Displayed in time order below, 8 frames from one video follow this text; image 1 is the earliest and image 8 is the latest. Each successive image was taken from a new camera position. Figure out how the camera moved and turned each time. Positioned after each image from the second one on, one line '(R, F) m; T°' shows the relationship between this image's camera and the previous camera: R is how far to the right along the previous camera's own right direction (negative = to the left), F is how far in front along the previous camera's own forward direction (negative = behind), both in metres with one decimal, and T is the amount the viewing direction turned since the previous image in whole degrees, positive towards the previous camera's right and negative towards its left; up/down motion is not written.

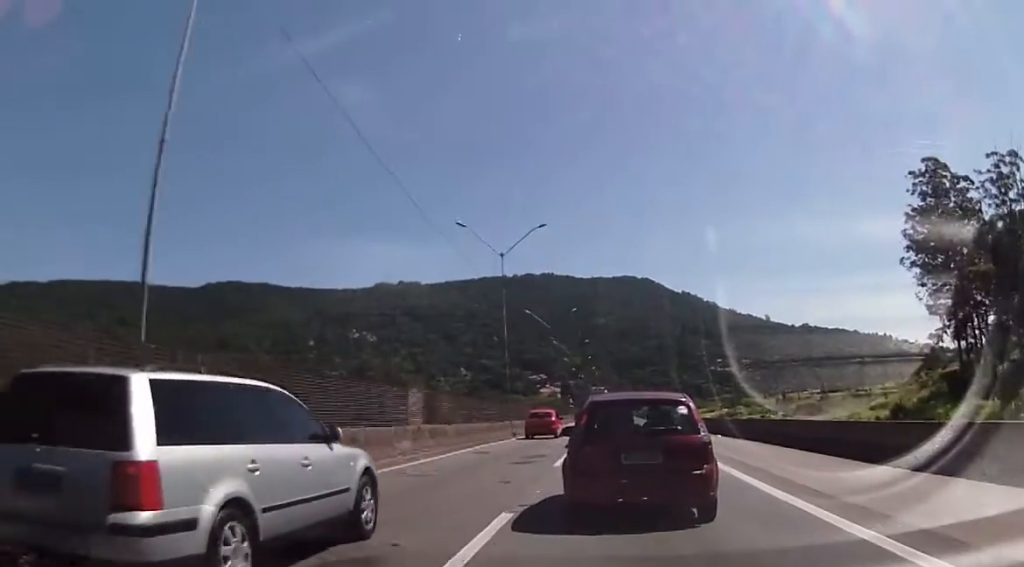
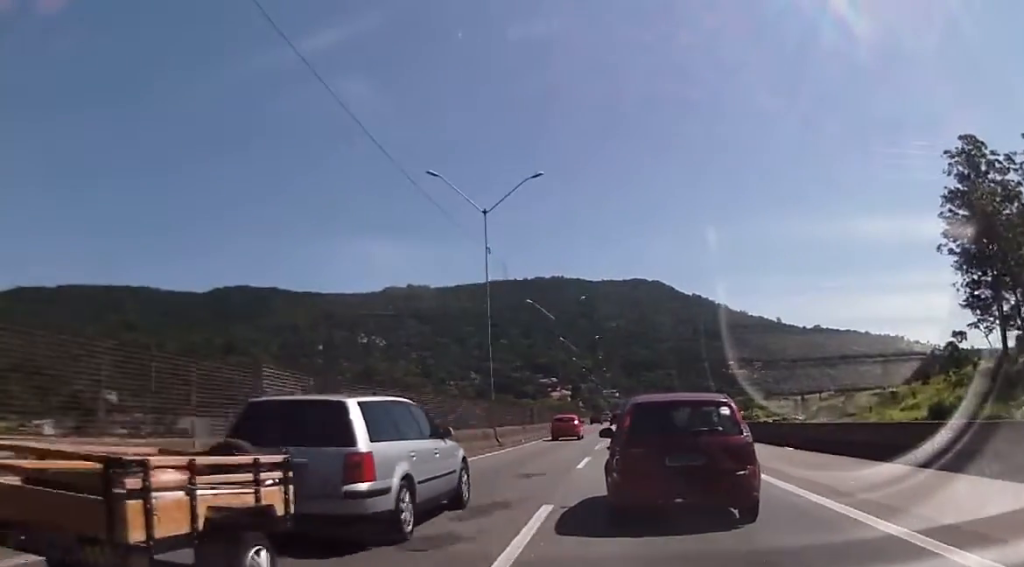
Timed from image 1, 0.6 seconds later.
(-0.1, +11.1) m; 0°
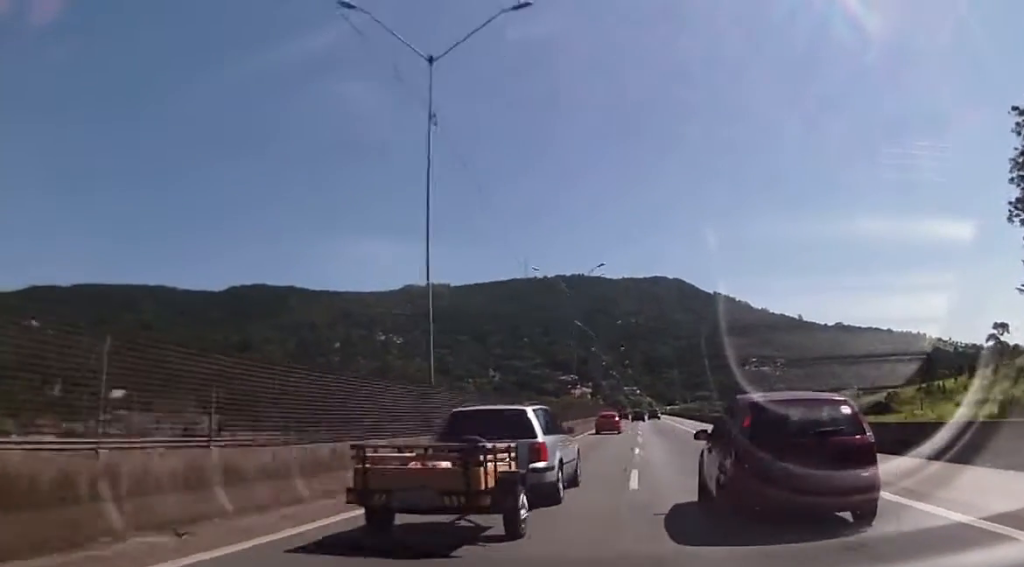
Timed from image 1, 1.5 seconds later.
(+0.3, +16.1) m; -1°
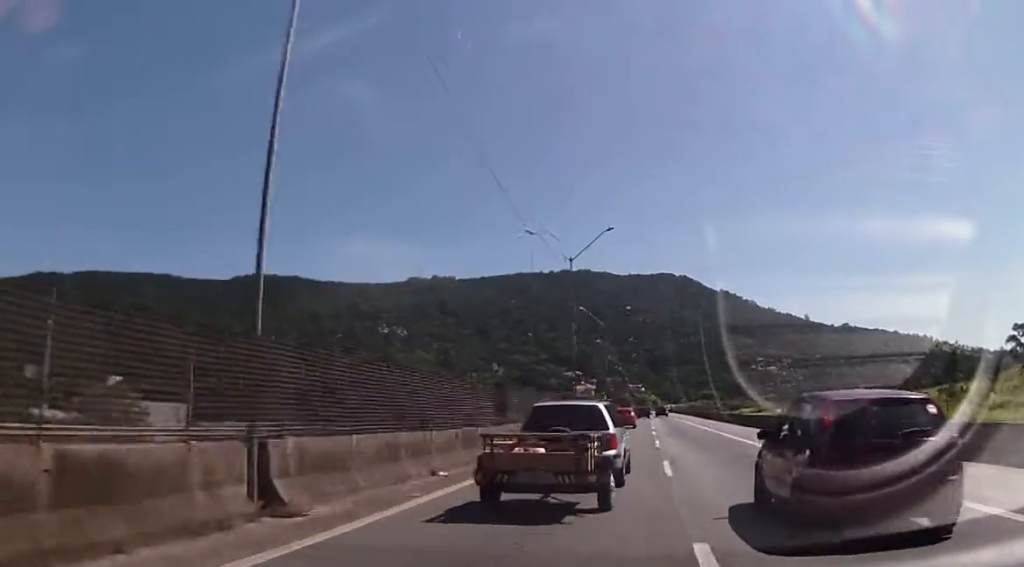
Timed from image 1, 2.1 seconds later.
(-0.4, +10.0) m; -1°
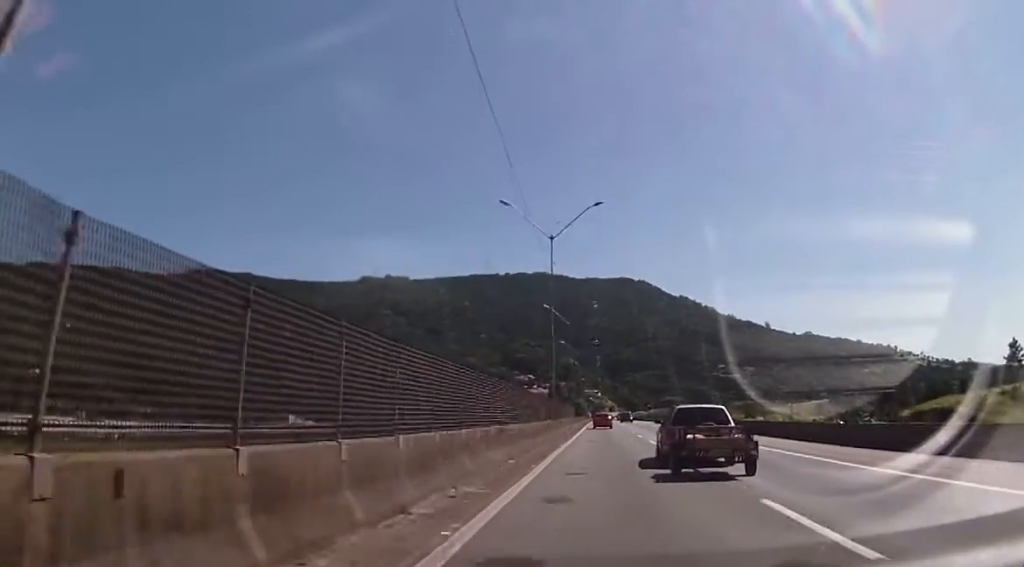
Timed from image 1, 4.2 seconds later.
(-0.2, +43.6) m; +2°
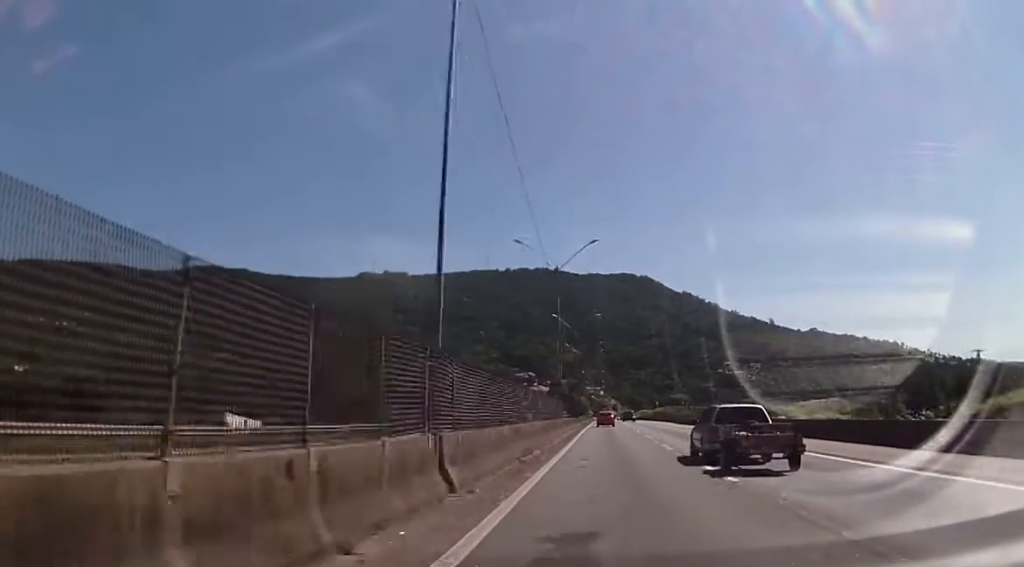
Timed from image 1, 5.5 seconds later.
(+0.6, +28.6) m; +2°
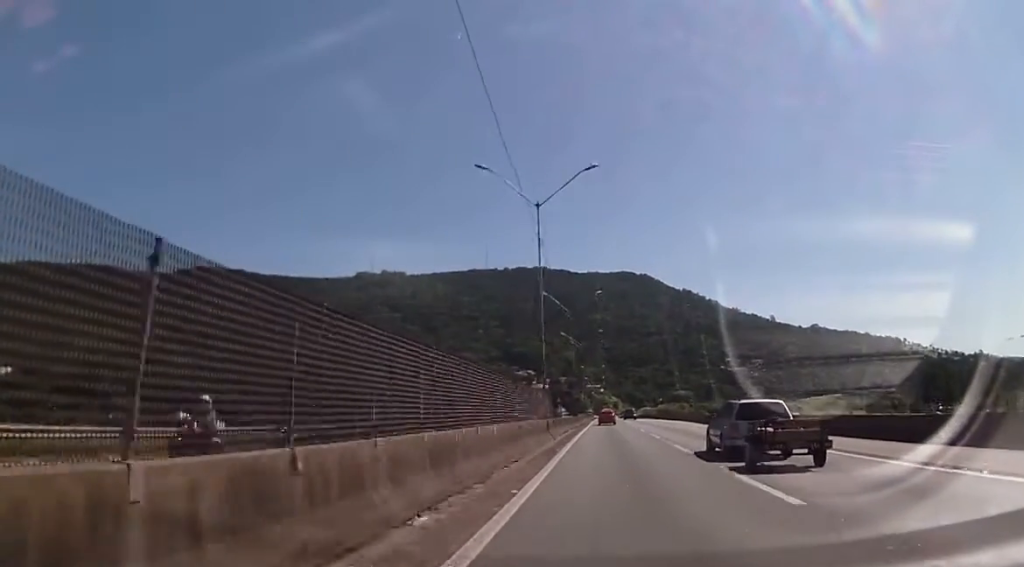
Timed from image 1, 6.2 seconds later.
(0.0, +15.4) m; 0°
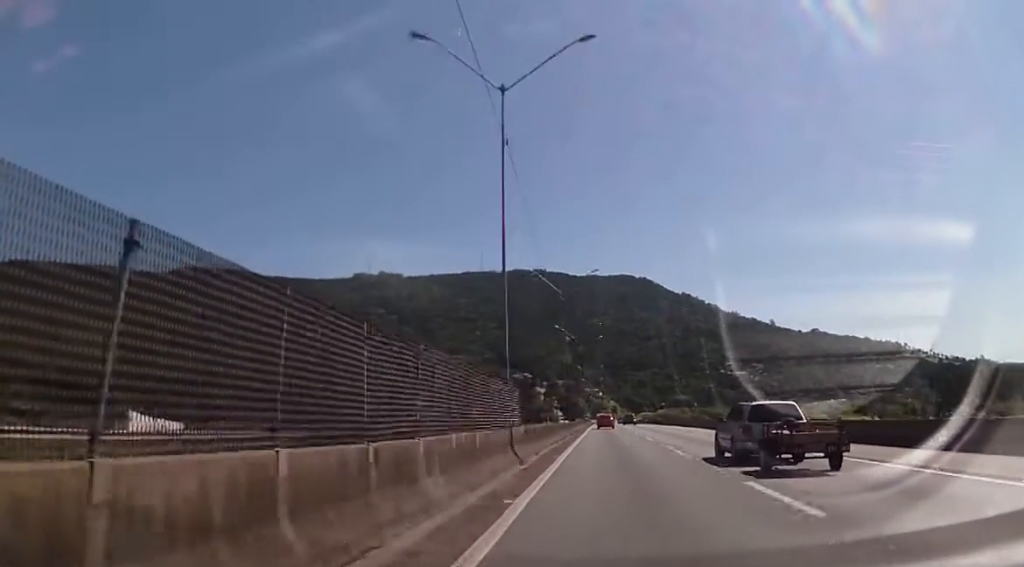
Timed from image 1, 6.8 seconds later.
(0.0, +13.4) m; 0°
